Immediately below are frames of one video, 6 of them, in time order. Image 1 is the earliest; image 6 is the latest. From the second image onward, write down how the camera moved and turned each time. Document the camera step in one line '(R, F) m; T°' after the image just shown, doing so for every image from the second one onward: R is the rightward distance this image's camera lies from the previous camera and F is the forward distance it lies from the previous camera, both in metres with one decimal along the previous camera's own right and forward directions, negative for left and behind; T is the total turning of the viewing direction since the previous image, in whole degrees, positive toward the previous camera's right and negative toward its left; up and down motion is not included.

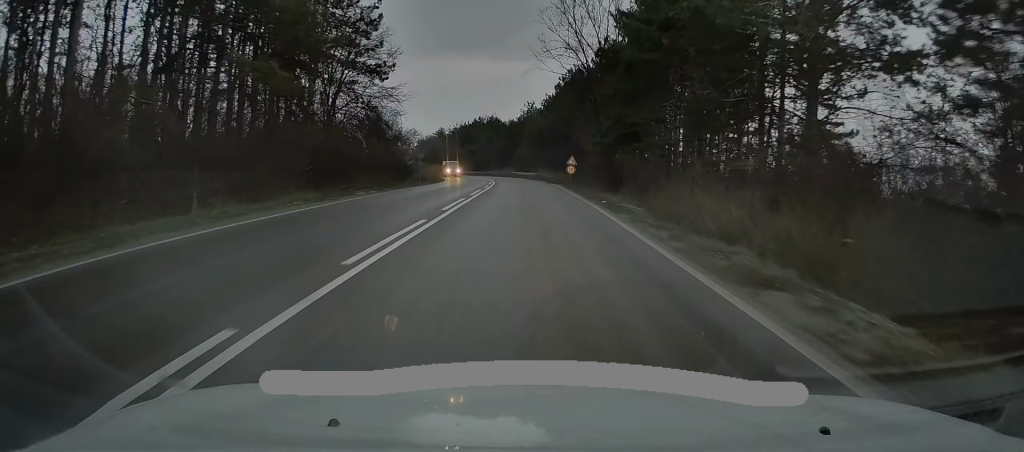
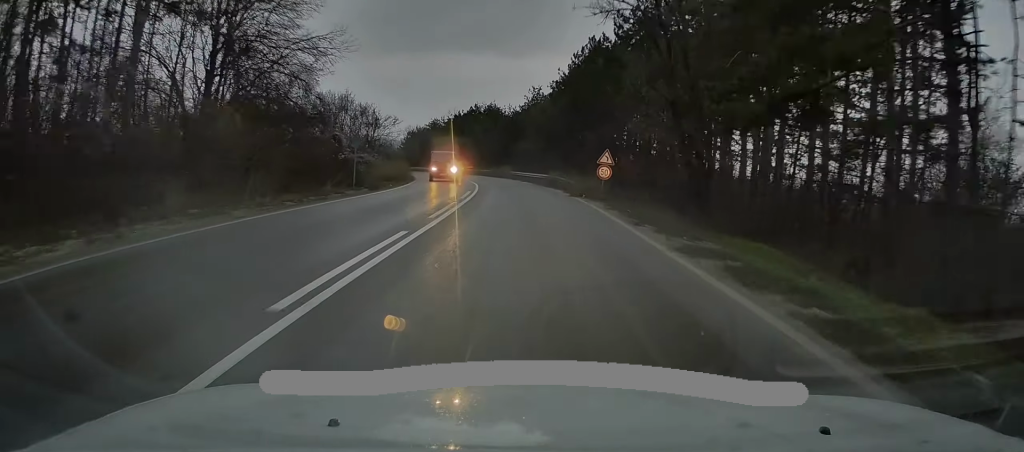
(+0.1, +20.3) m; 0°
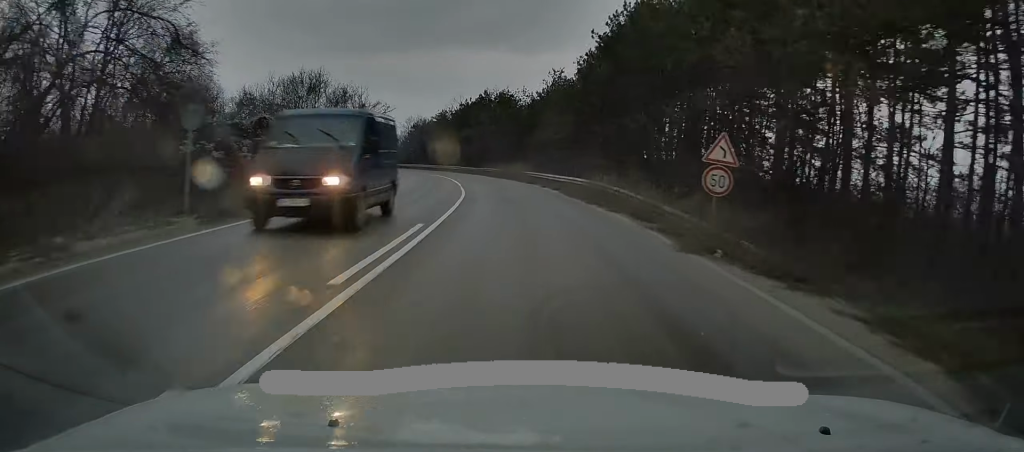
(0.0, +16.9) m; -1°
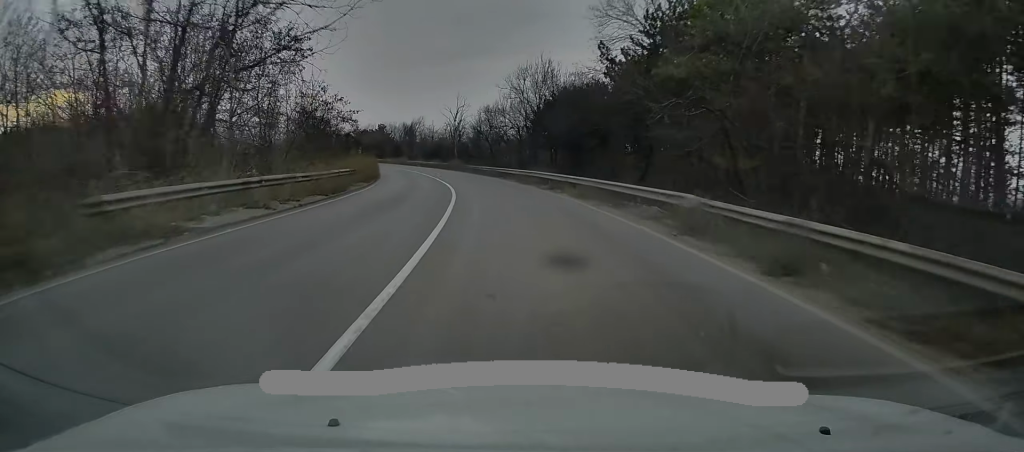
(-6.2, +61.8) m; -12°
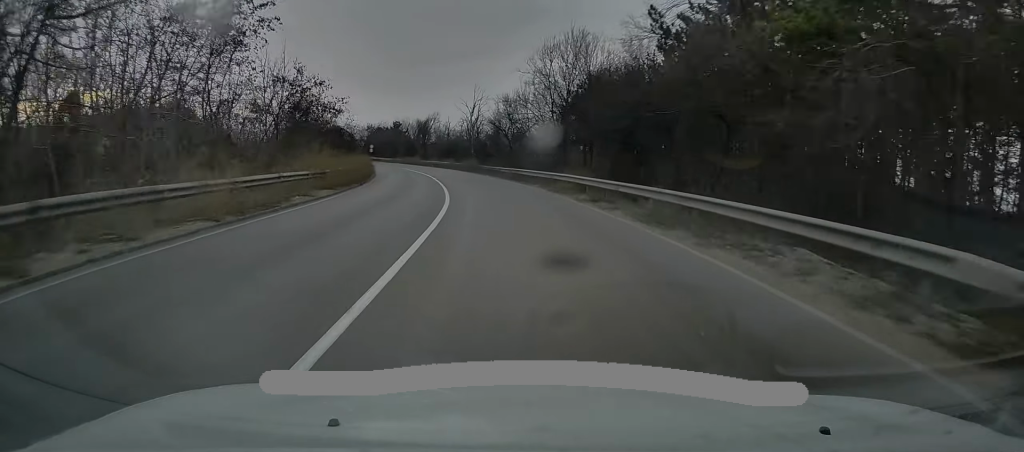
(-0.1, +9.1) m; -1°
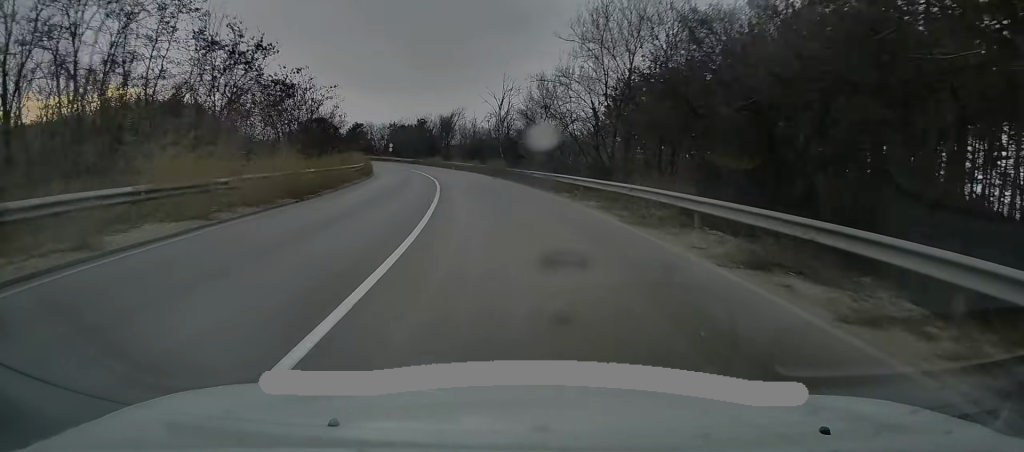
(-0.3, +12.3) m; -3°
